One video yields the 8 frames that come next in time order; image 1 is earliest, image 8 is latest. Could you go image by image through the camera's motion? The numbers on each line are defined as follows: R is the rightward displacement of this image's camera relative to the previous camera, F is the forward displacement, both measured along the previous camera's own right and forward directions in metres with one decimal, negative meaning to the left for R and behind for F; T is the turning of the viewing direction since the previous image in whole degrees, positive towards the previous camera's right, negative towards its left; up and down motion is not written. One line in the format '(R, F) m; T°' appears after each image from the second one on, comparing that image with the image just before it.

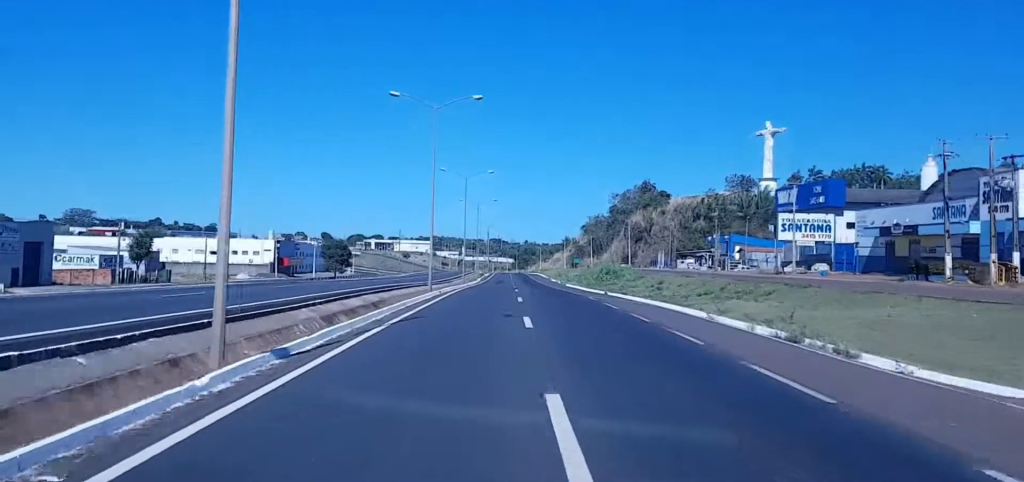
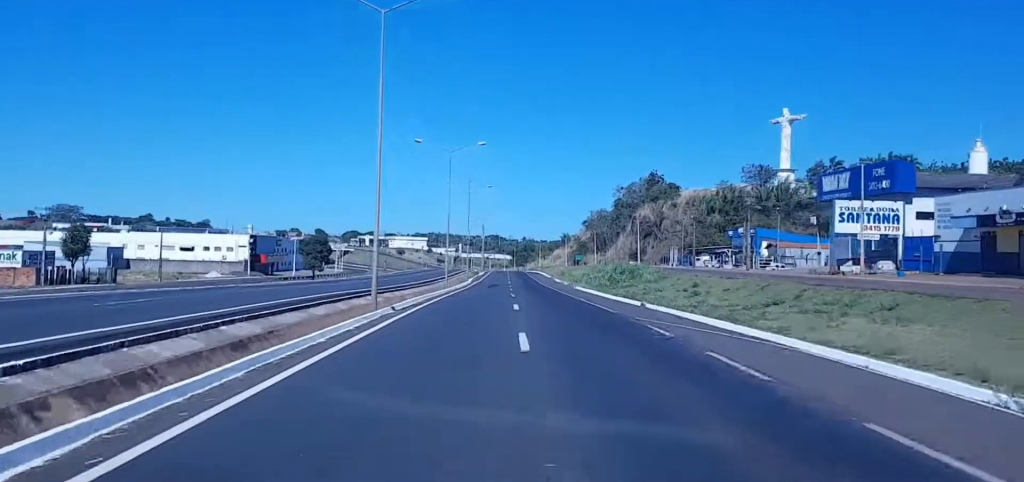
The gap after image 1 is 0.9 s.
(+0.5, +21.4) m; +1°
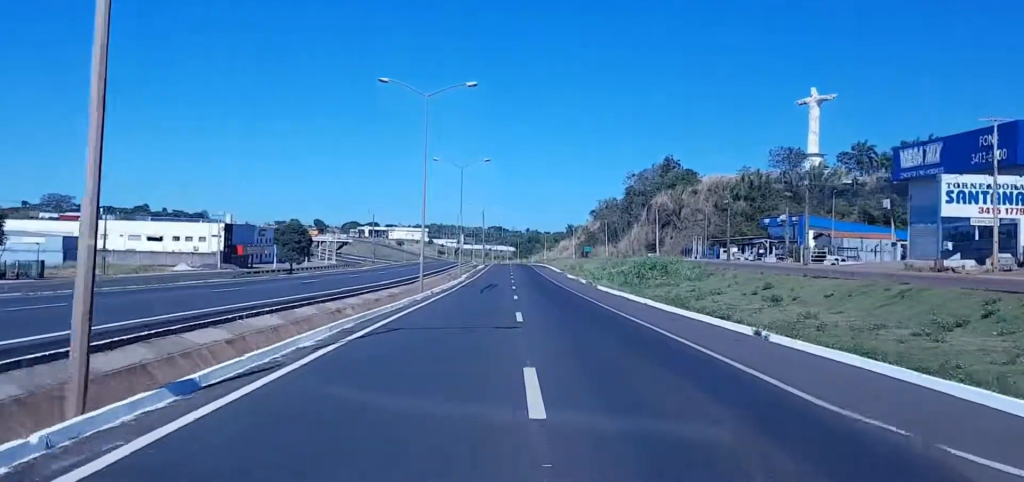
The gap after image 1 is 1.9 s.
(+0.2, +23.0) m; 0°
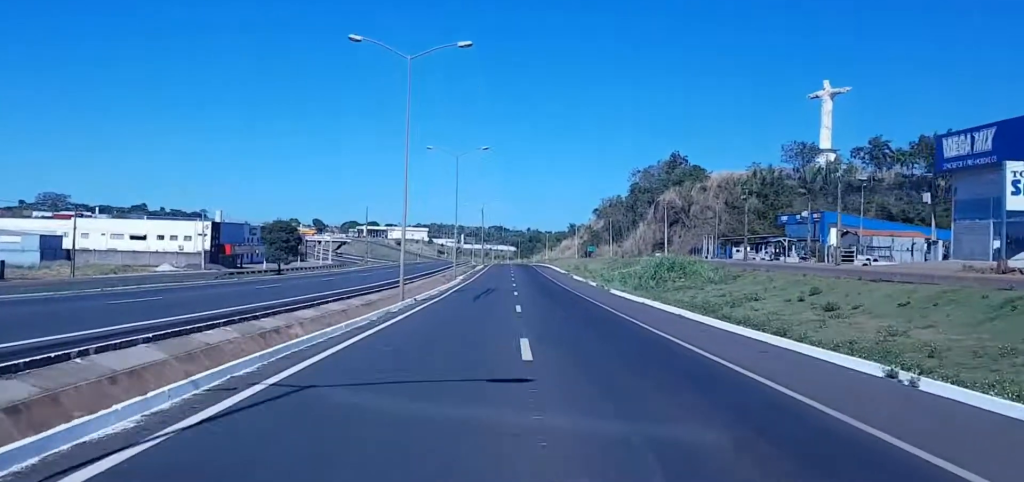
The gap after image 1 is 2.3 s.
(0.0, +10.3) m; -1°
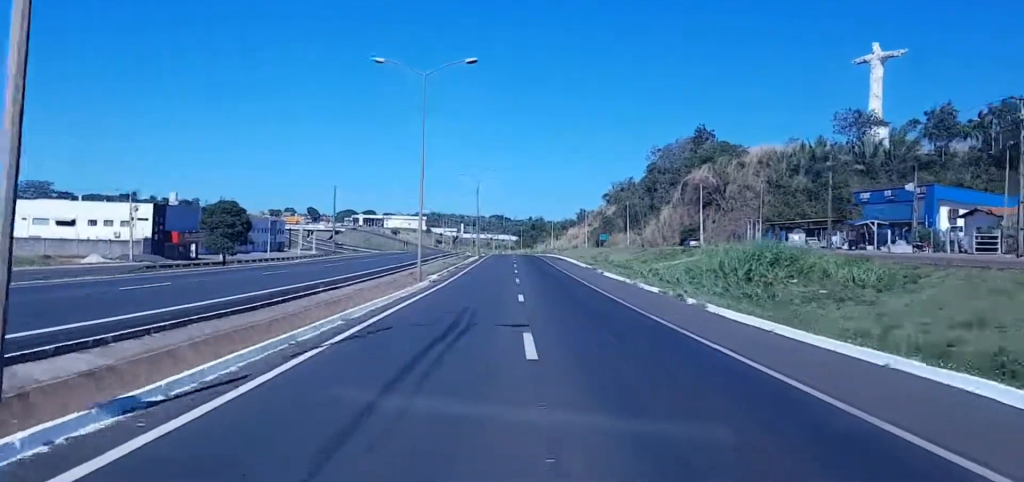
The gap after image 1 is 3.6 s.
(-0.2, +32.1) m; 0°
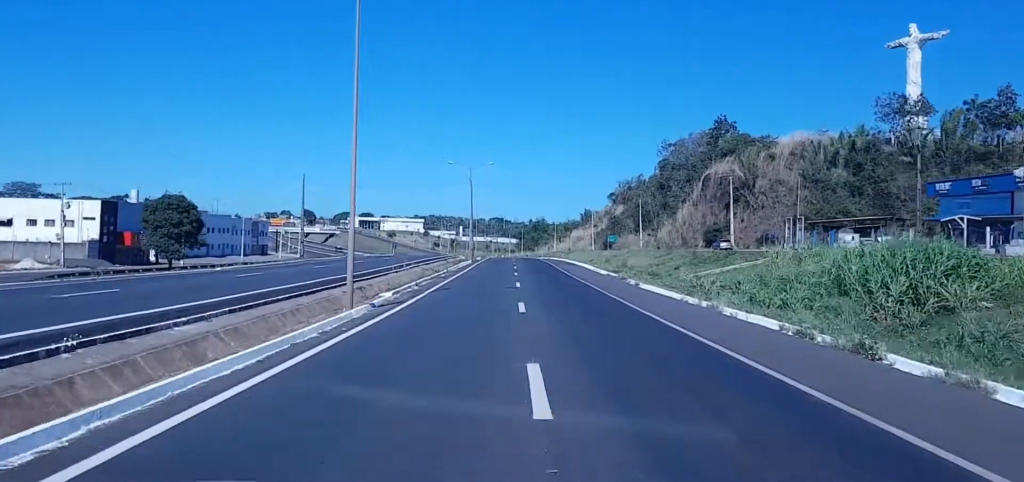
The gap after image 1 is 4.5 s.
(+0.2, +20.8) m; +1°
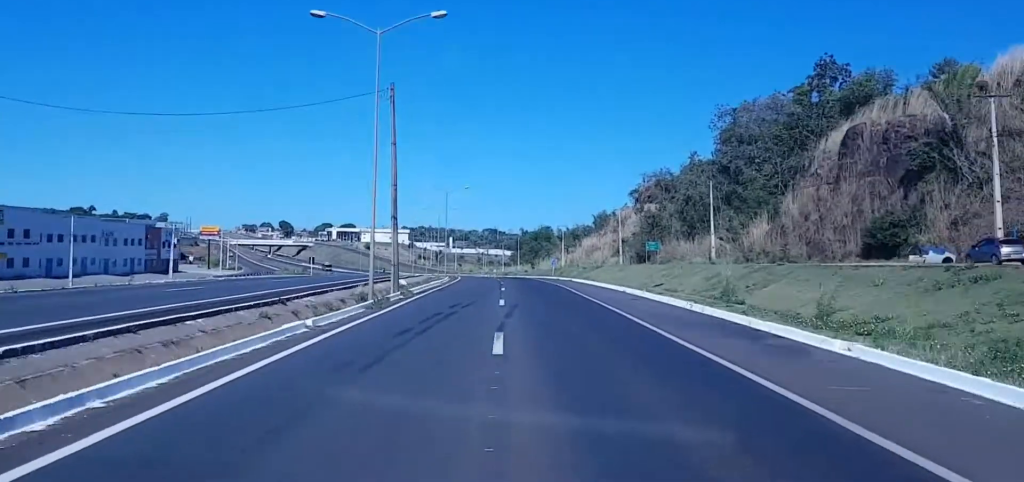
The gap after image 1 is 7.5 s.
(-0.2, +72.9) m; -1°
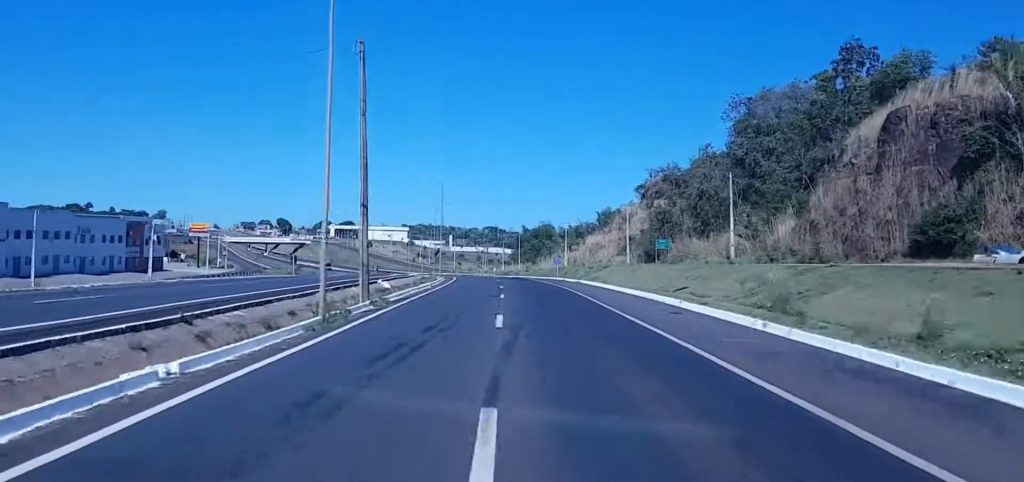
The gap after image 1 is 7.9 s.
(-0.2, +9.8) m; 0°
